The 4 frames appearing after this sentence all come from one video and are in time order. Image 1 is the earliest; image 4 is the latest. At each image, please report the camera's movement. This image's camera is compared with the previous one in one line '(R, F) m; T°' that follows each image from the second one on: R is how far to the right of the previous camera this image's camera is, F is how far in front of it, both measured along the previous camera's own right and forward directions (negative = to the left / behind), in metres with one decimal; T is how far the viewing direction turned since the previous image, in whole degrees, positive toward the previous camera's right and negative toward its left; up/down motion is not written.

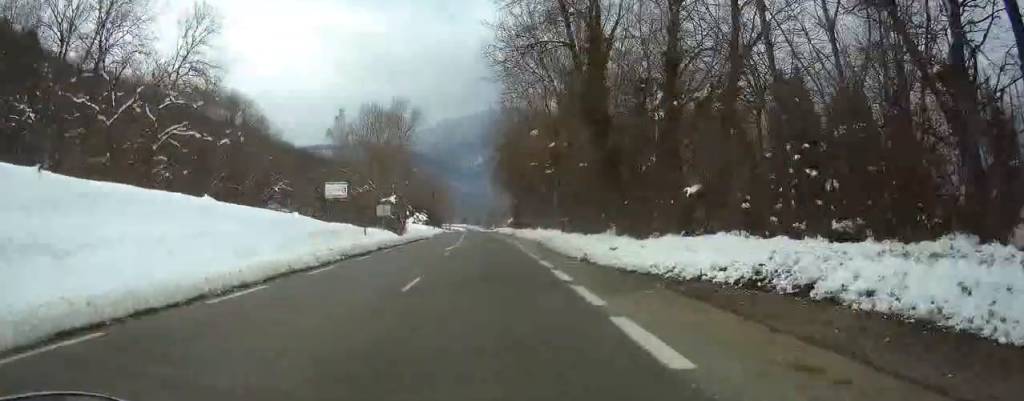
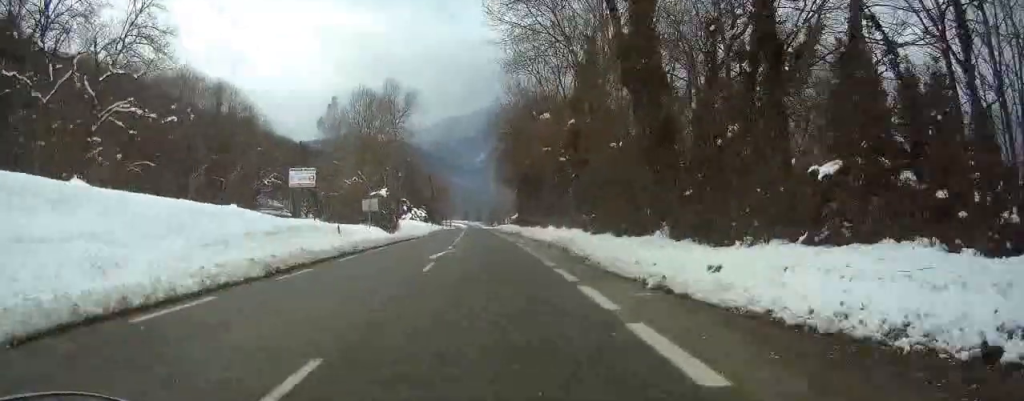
(0.0, +8.8) m; 0°
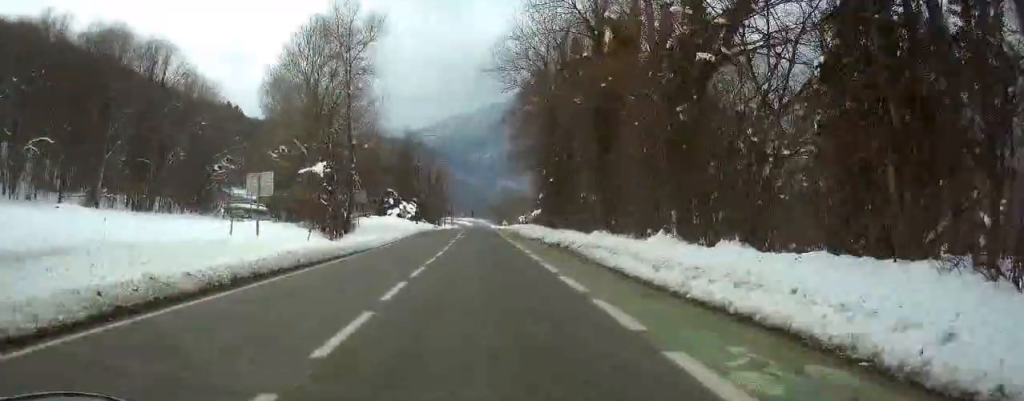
(0.0, +32.0) m; 0°
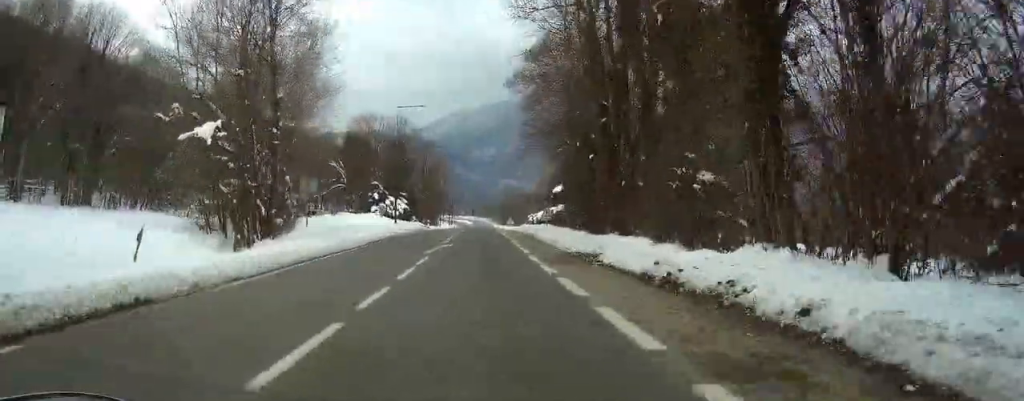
(0.0, +18.5) m; 0°
